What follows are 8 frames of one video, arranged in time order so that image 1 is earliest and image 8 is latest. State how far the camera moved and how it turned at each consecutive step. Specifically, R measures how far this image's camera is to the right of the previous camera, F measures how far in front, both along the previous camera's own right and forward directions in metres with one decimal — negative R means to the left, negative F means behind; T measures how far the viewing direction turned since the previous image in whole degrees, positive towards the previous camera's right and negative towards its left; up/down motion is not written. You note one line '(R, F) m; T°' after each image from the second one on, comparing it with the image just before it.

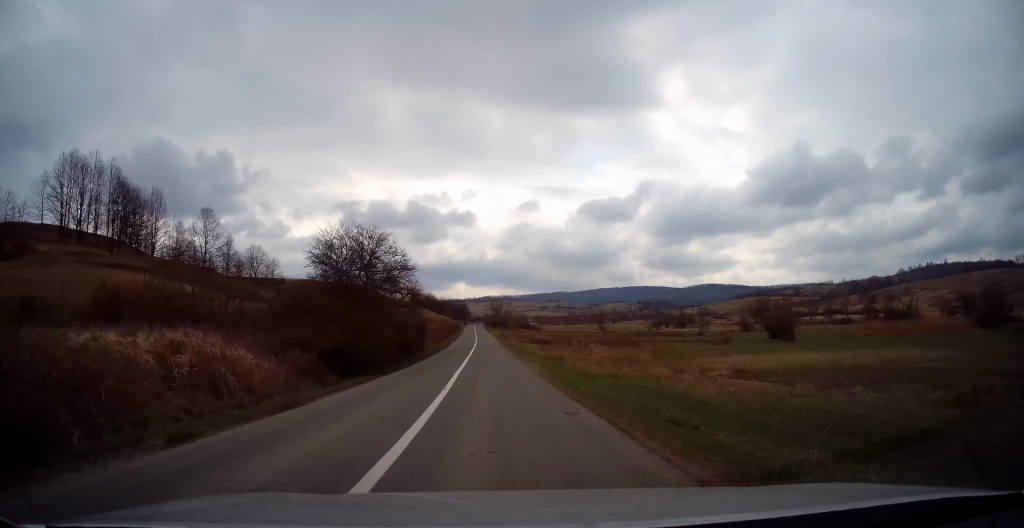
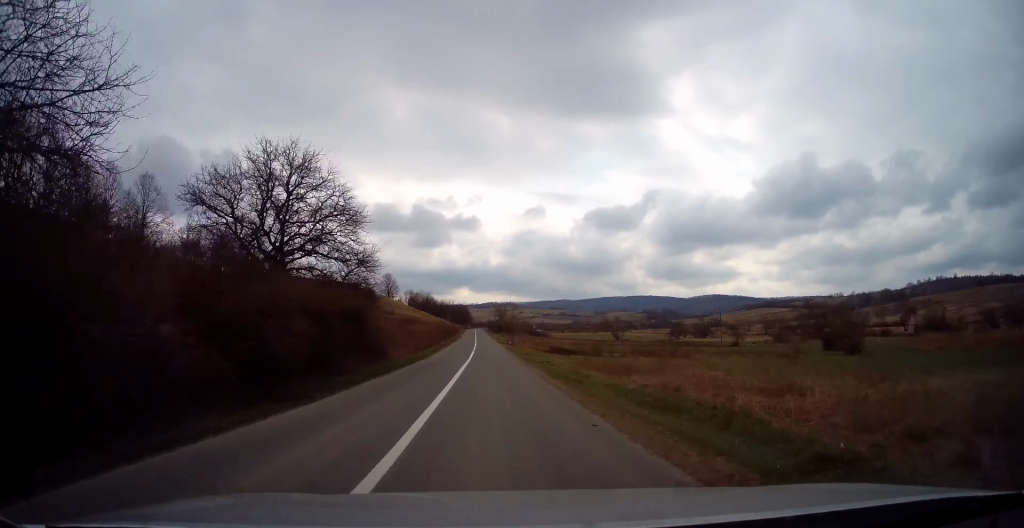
(0.0, +20.9) m; 0°
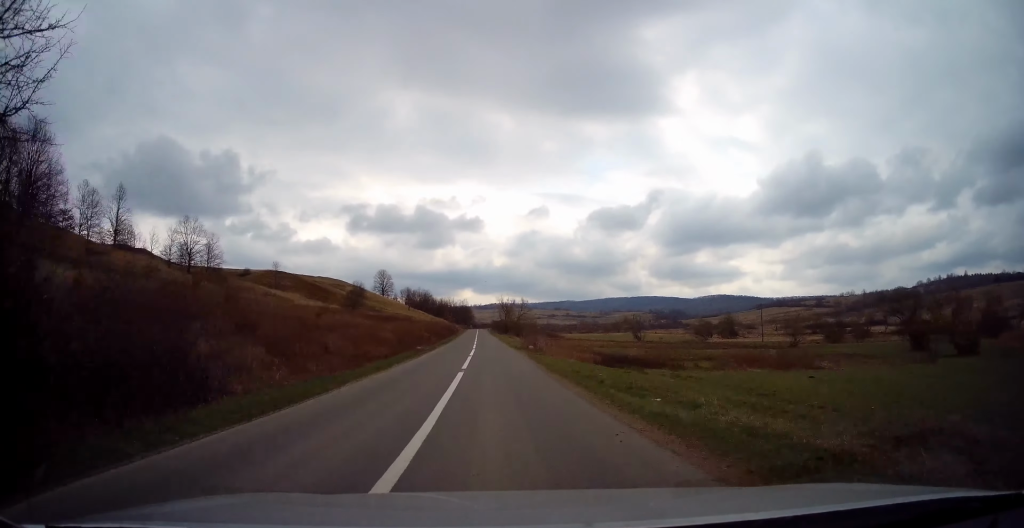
(0.0, +24.4) m; 0°
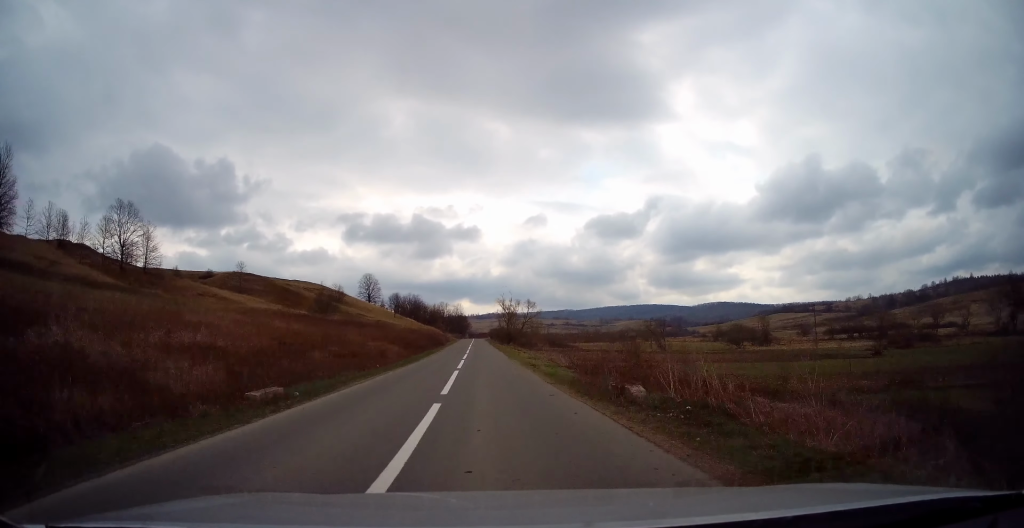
(-0.1, +26.6) m; -1°
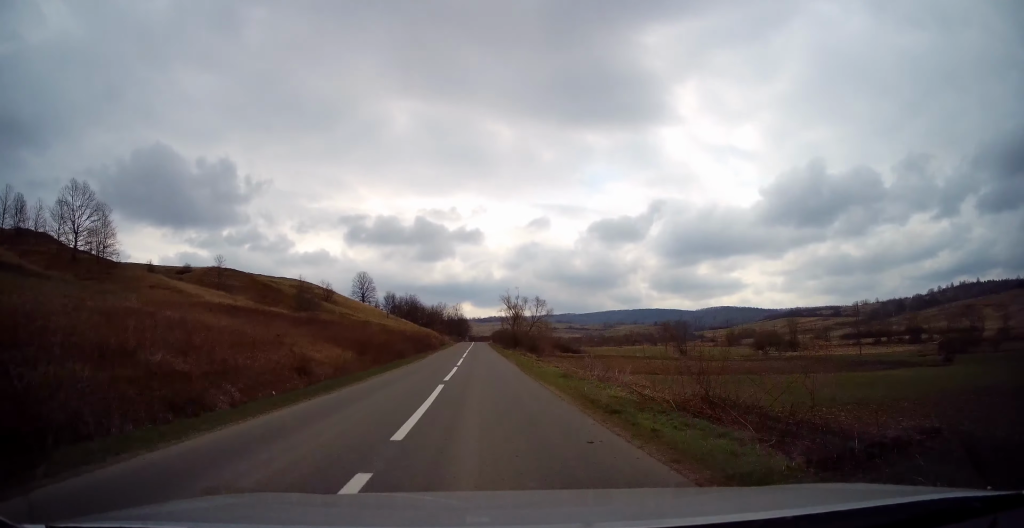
(0.0, +15.6) m; 0°
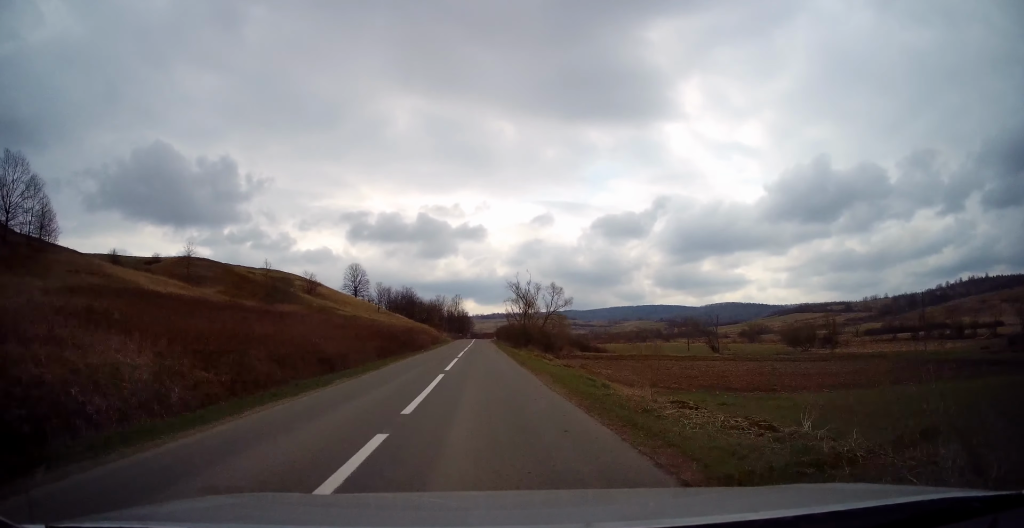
(0.0, +19.4) m; 0°
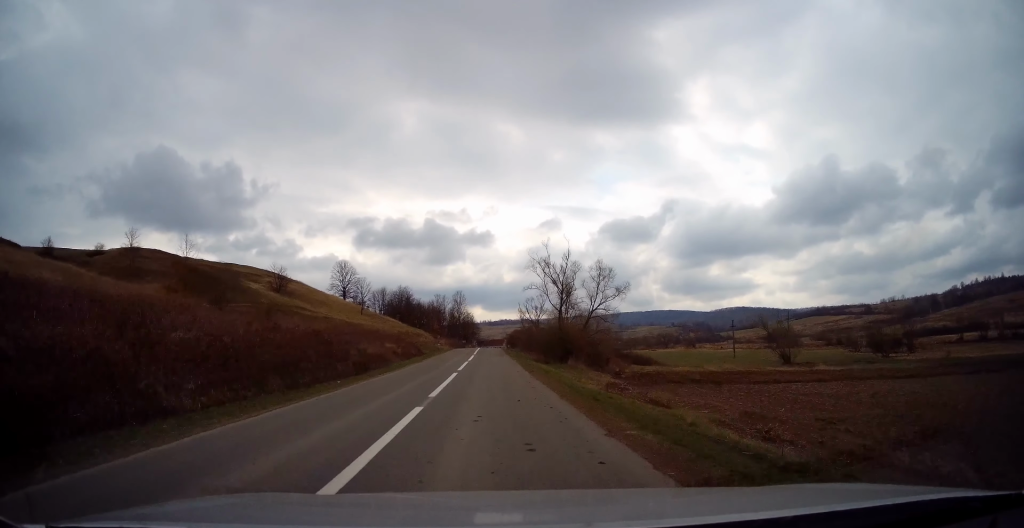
(0.0, +28.2) m; 0°
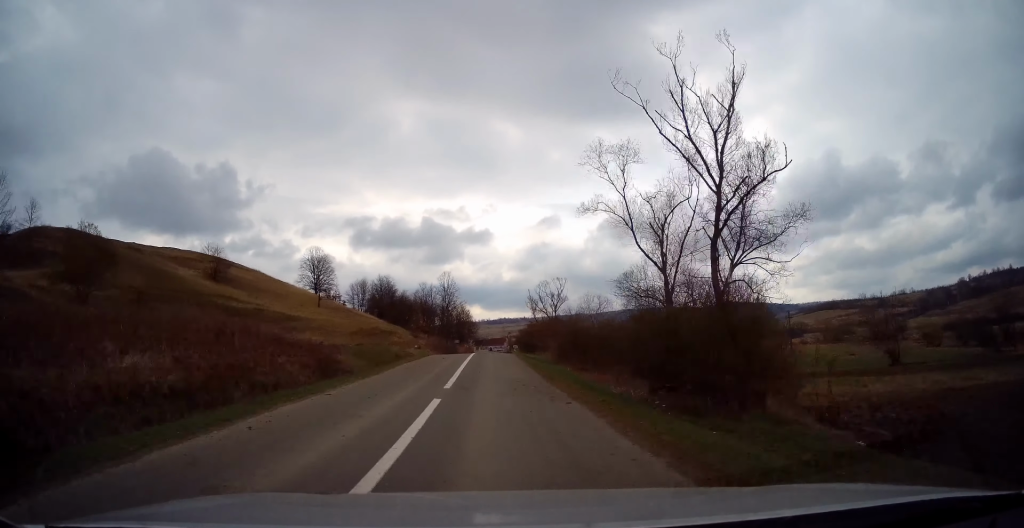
(0.0, +30.6) m; -1°
